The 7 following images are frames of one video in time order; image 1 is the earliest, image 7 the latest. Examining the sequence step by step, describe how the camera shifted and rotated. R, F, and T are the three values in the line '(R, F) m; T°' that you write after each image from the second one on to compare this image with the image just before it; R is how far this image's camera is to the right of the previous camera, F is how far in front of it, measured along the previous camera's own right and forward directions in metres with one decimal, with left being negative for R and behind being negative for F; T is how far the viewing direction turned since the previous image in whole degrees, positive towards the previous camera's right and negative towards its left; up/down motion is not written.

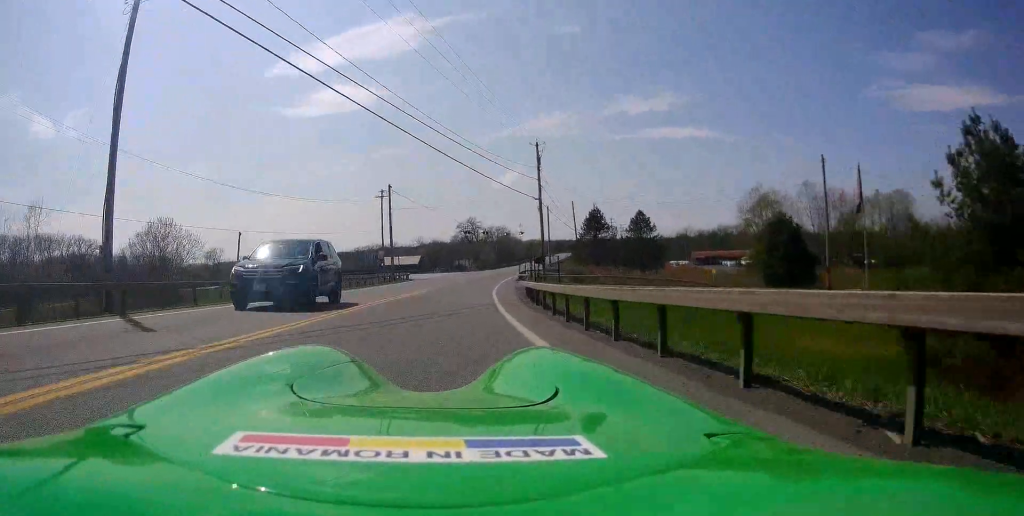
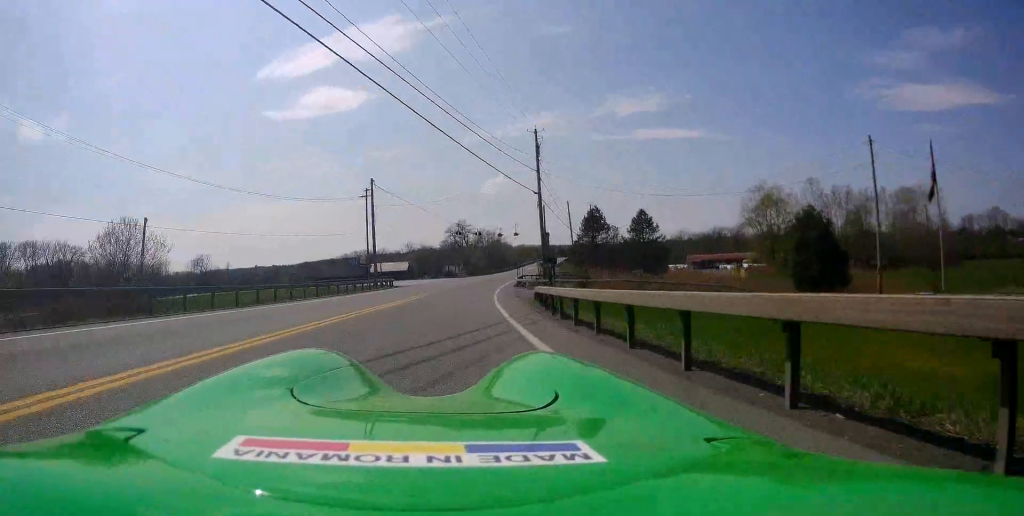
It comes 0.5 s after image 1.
(+0.1, +6.0) m; +1°
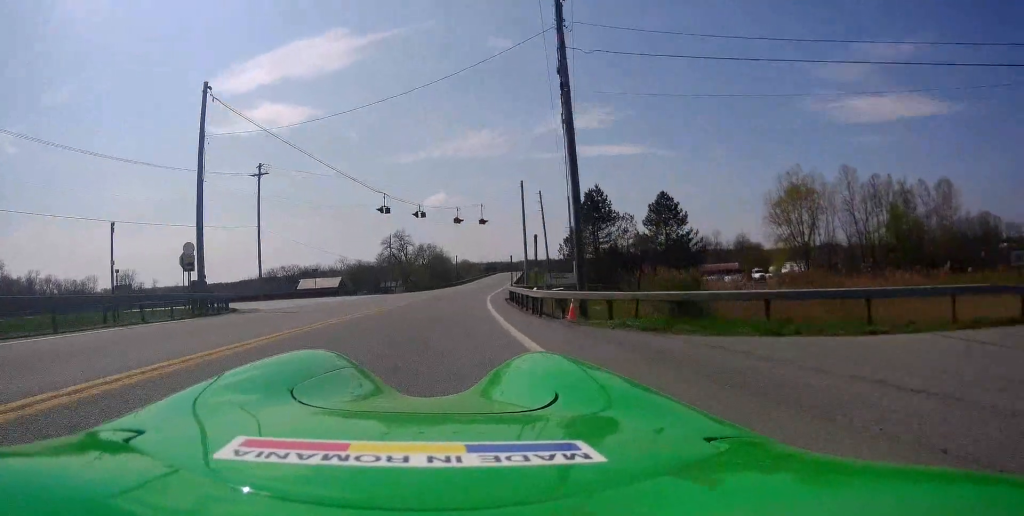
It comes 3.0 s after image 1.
(+2.5, +29.6) m; +9°
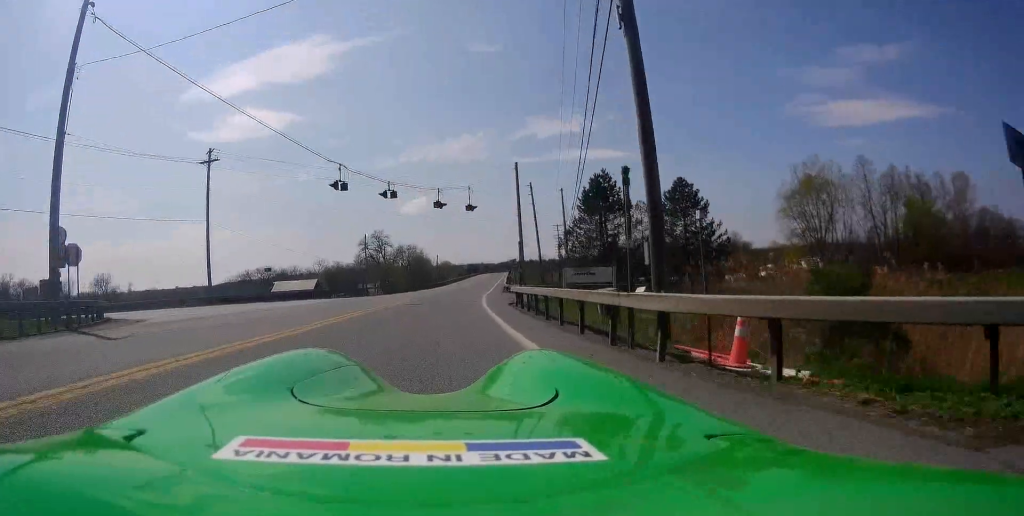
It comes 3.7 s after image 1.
(+0.1, +9.0) m; +1°
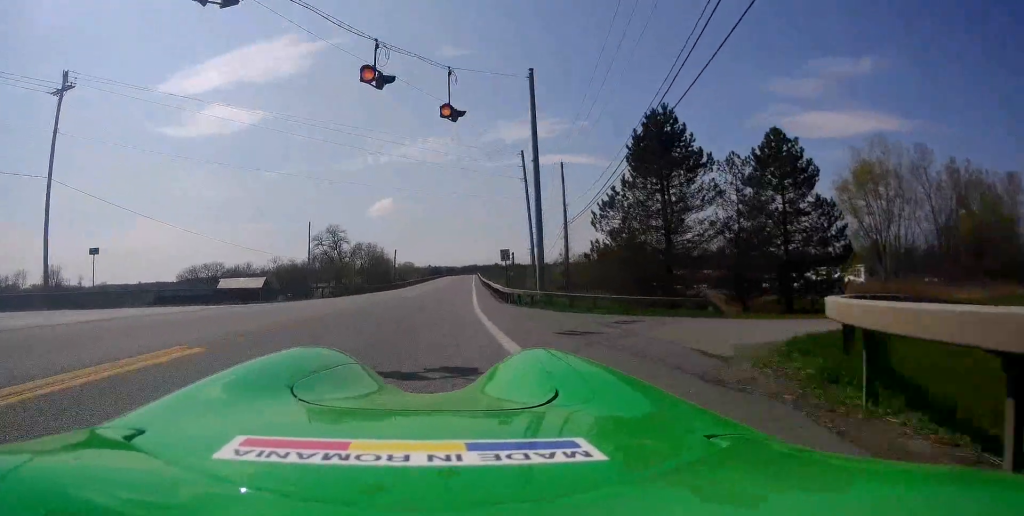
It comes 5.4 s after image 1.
(+0.4, +19.3) m; +3°
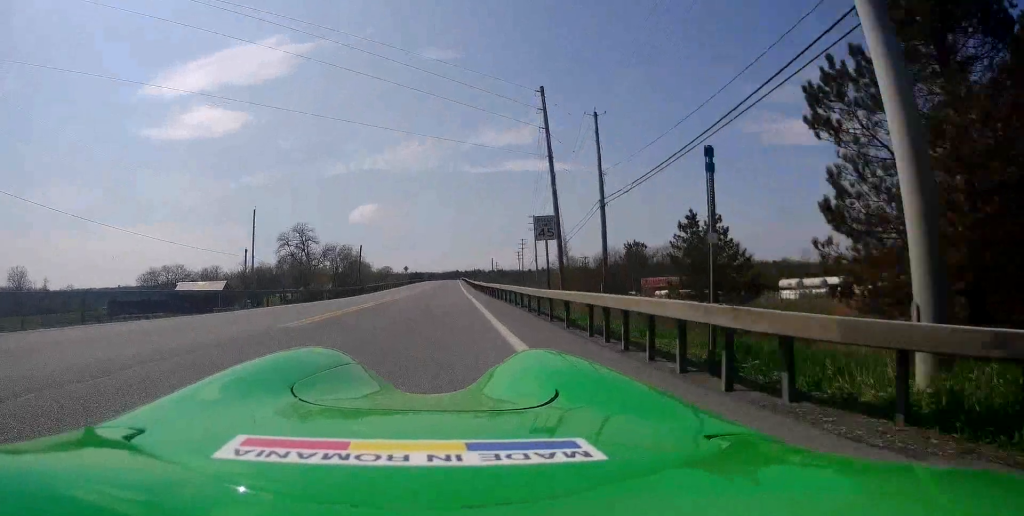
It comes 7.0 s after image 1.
(0.0, +16.9) m; 0°
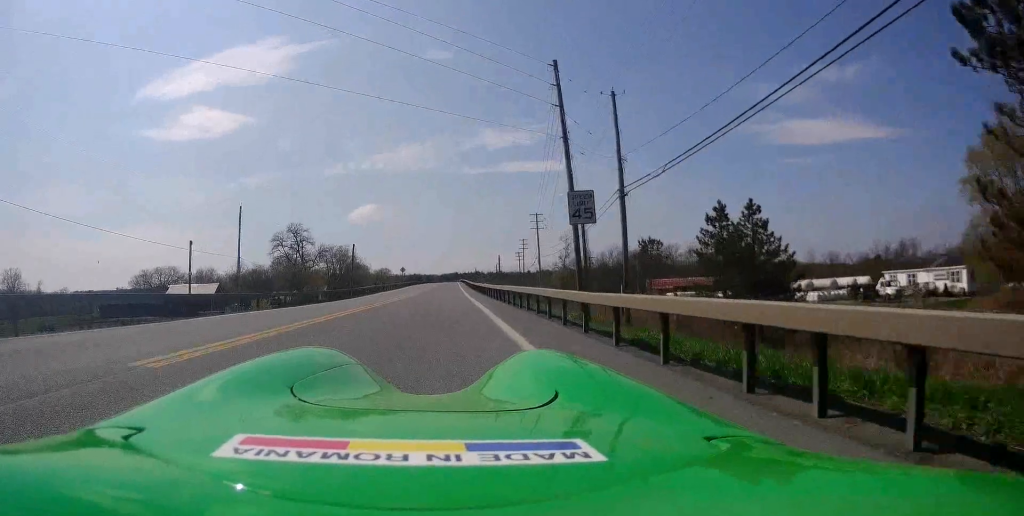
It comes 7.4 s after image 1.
(0.0, +4.1) m; 0°
